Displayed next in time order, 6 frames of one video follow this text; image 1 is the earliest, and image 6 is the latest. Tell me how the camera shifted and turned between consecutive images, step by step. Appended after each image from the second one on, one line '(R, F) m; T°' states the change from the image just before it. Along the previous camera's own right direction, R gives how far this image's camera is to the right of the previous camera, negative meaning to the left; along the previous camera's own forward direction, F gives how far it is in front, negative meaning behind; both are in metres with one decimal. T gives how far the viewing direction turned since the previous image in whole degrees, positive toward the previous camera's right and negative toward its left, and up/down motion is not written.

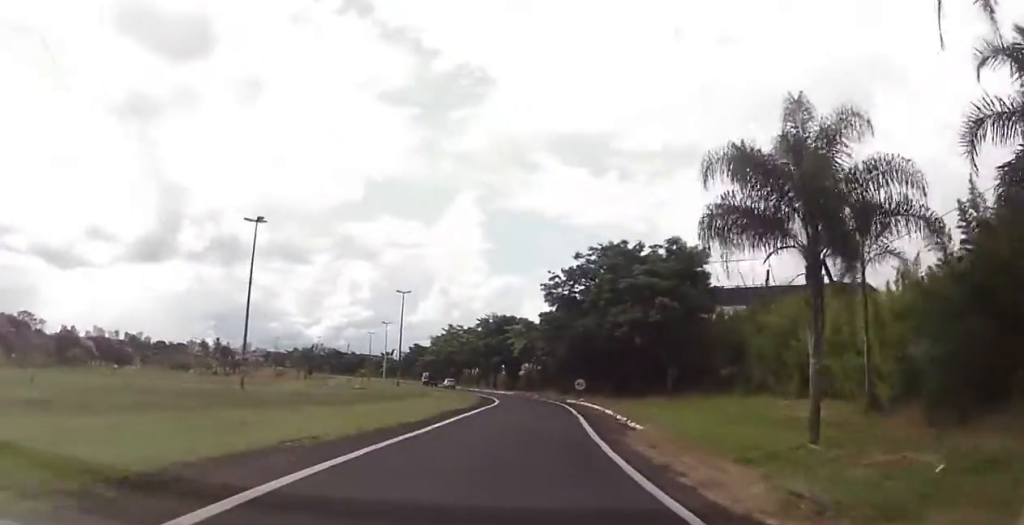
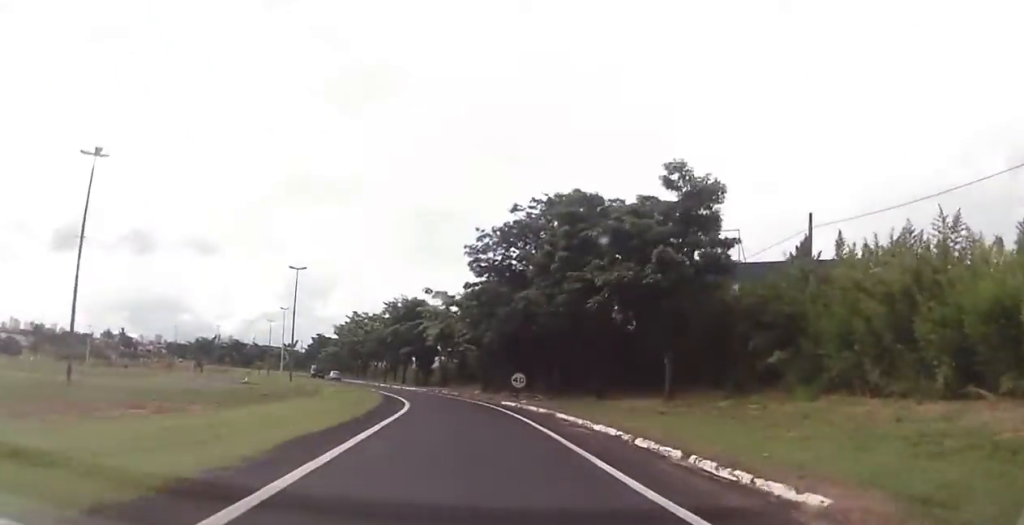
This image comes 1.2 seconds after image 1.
(+1.5, +14.3) m; +12°
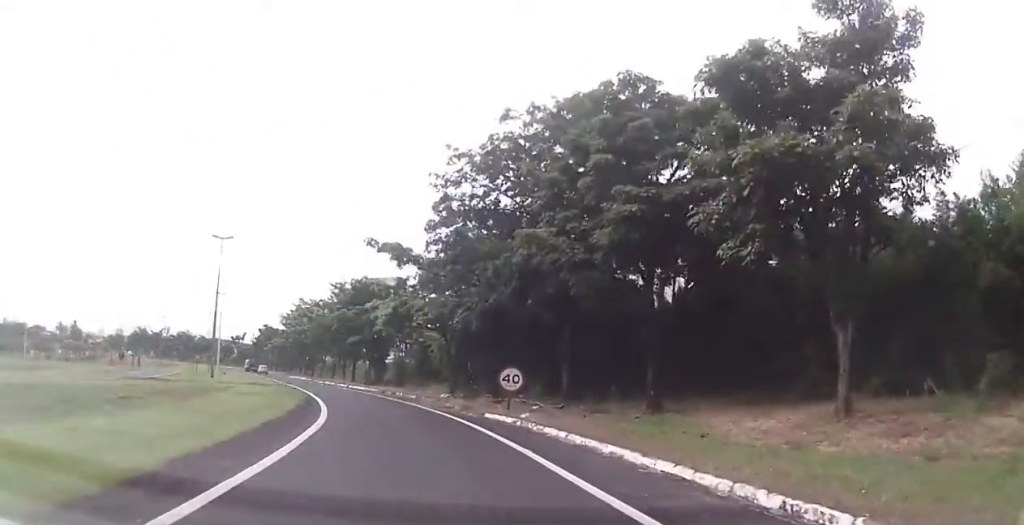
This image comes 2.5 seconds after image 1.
(+1.9, +15.1) m; +11°
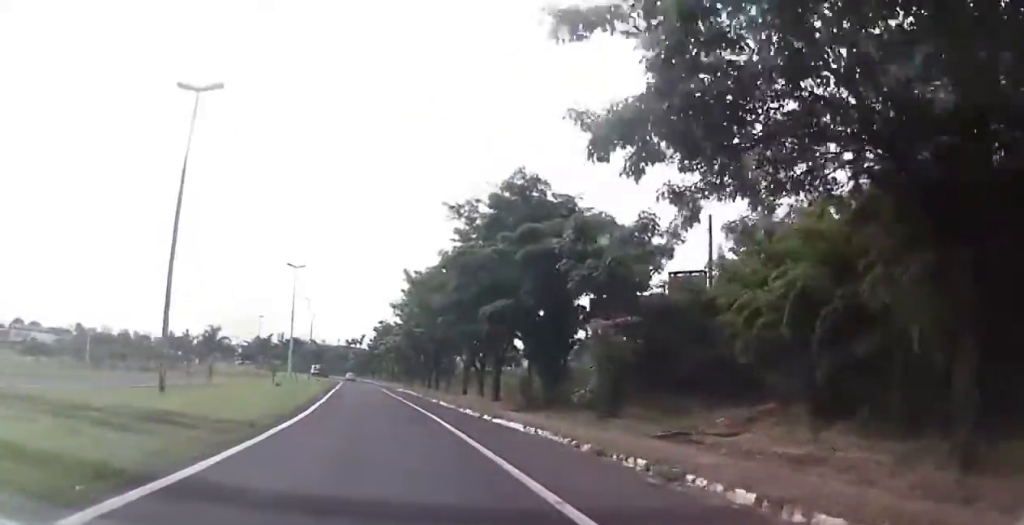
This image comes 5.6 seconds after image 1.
(-0.8, +38.0) m; -7°
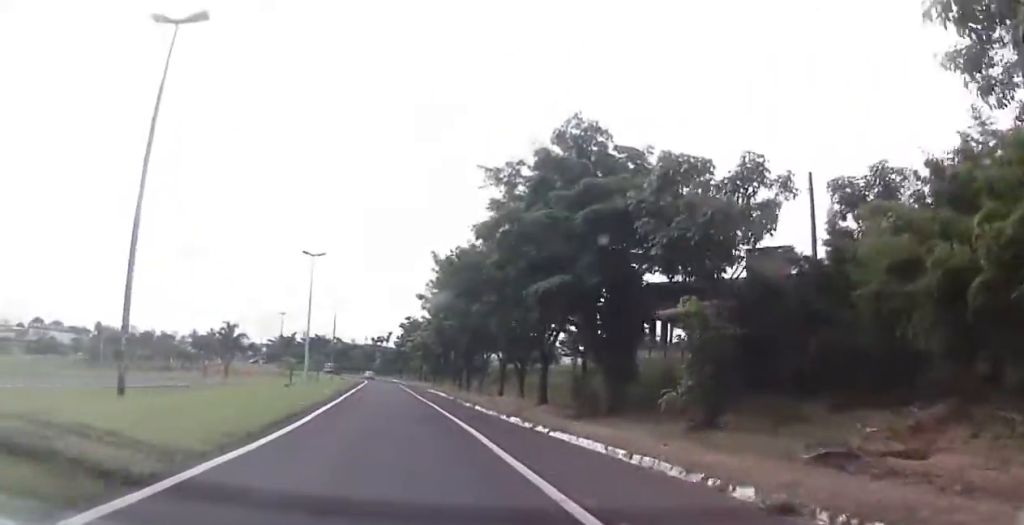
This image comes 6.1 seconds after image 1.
(-0.3, +6.4) m; -2°
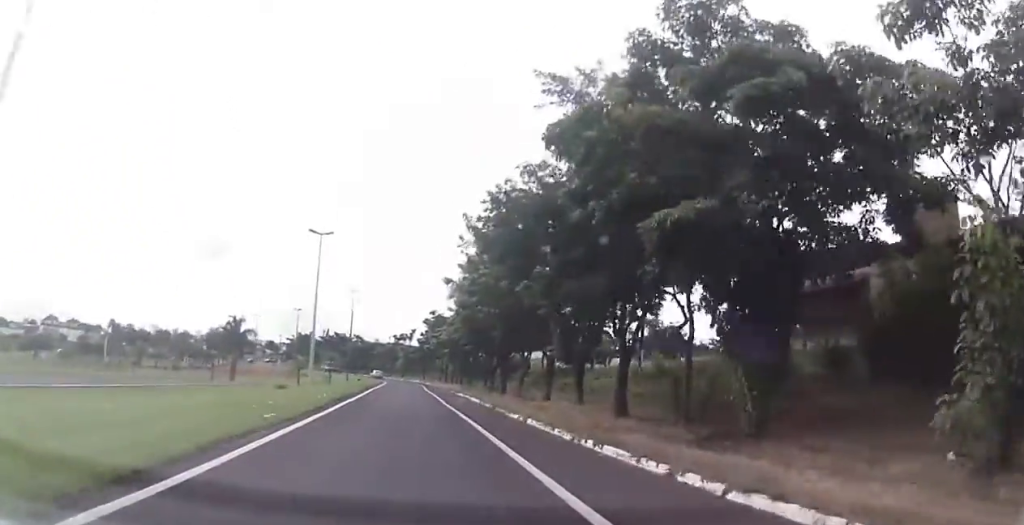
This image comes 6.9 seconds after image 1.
(-0.5, +9.9) m; -3°
